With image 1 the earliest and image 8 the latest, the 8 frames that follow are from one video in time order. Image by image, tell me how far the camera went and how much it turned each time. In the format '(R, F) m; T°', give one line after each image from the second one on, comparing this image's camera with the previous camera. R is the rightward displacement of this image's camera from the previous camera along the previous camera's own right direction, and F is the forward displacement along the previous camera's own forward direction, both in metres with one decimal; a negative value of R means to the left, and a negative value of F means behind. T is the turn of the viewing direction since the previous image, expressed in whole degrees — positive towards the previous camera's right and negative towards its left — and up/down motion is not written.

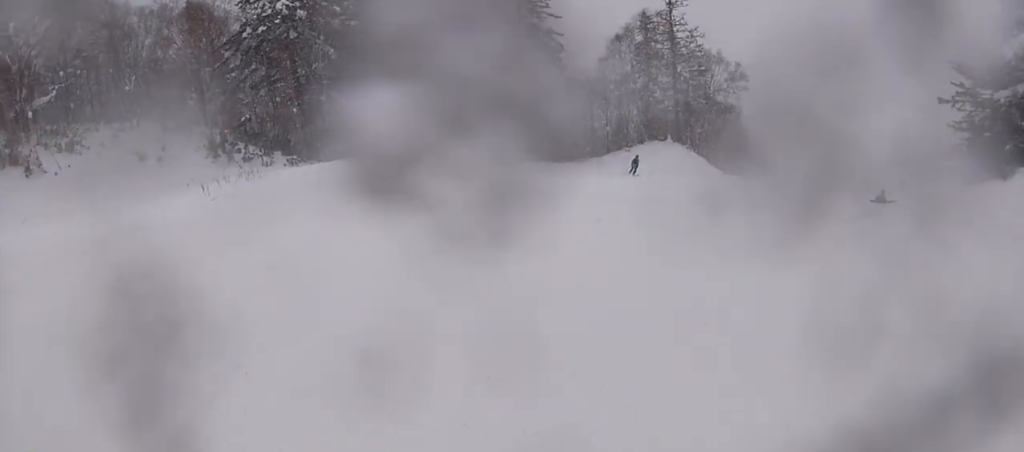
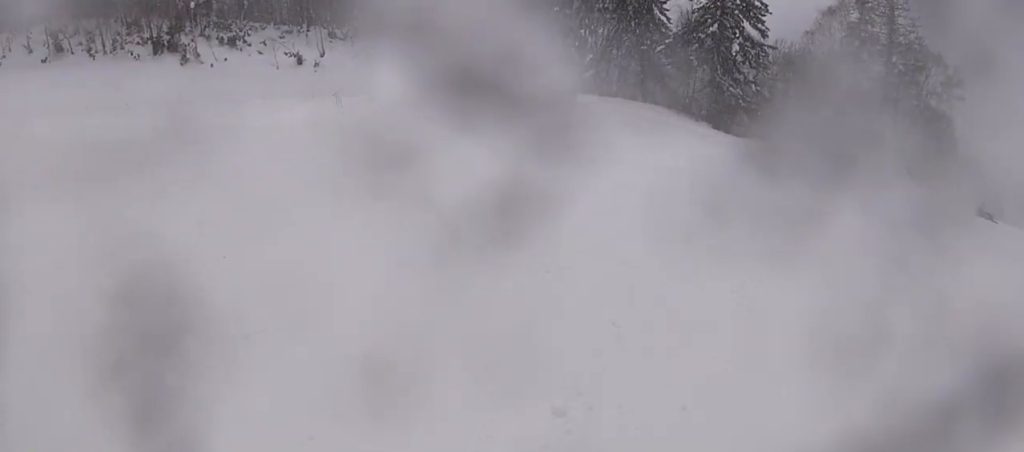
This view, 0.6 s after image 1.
(-0.6, +3.1) m; -7°
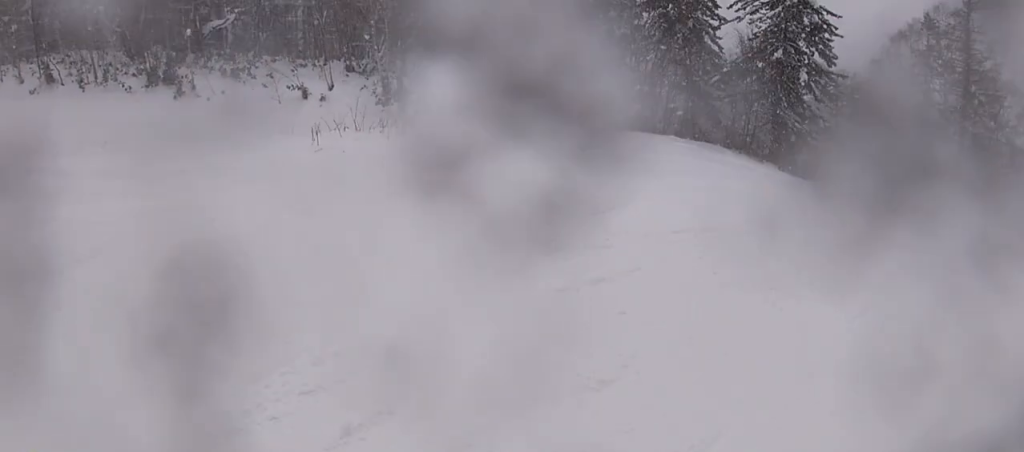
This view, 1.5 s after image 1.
(-0.4, +5.4) m; +4°
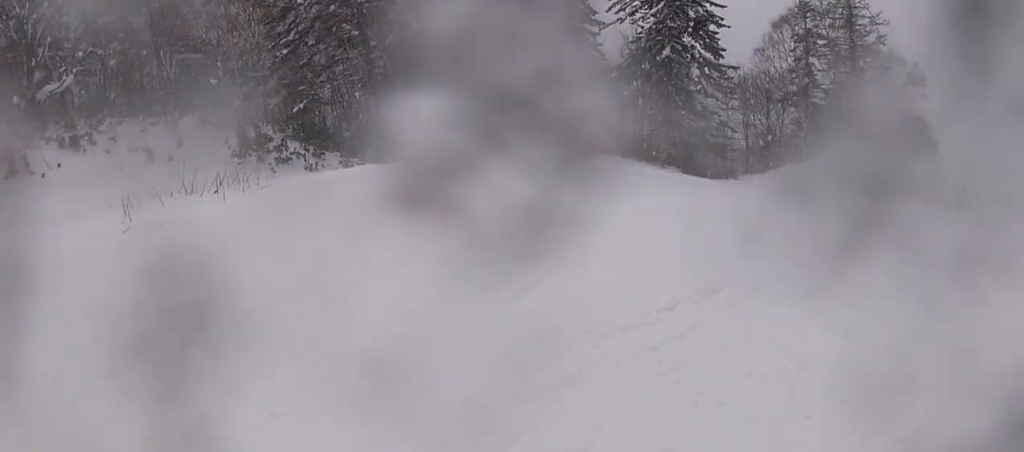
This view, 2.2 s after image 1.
(+0.1, +3.4) m; +12°
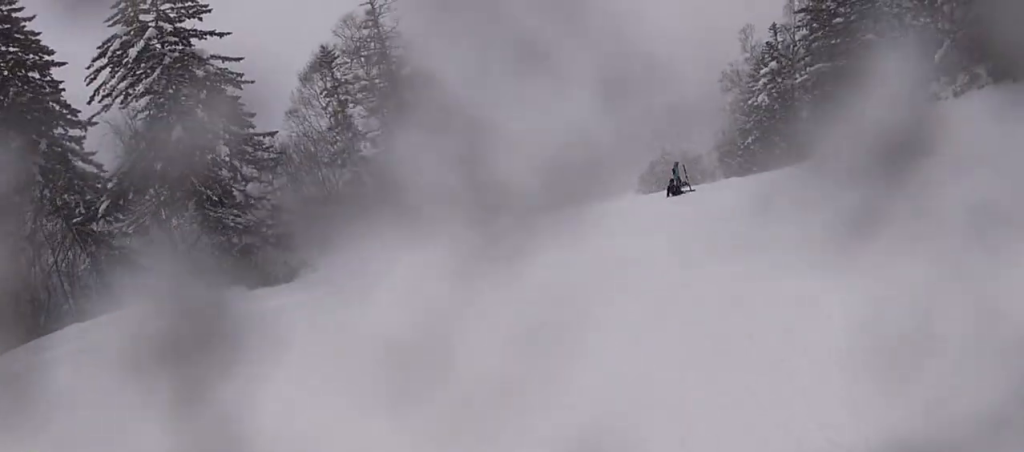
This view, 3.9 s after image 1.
(+3.4, +8.3) m; +40°
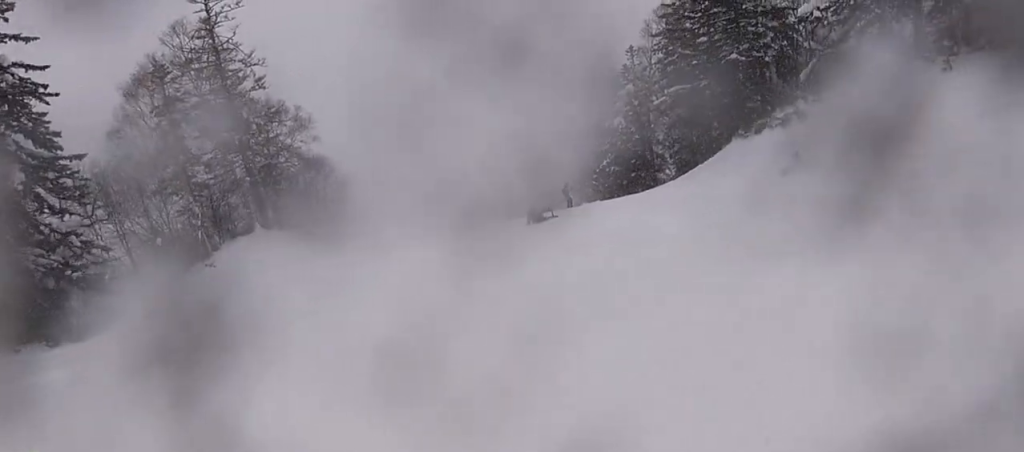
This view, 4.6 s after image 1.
(+0.4, +3.2) m; +9°
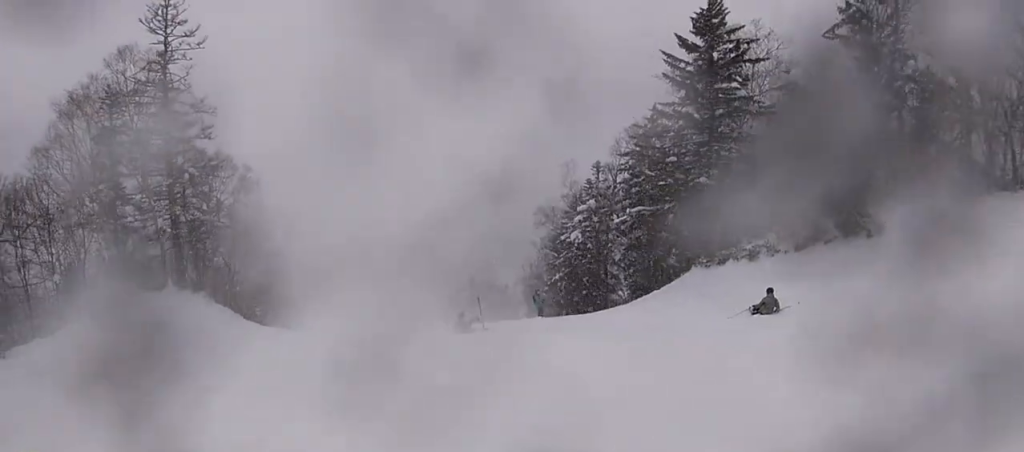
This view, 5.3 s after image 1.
(+0.3, +3.6) m; +5°
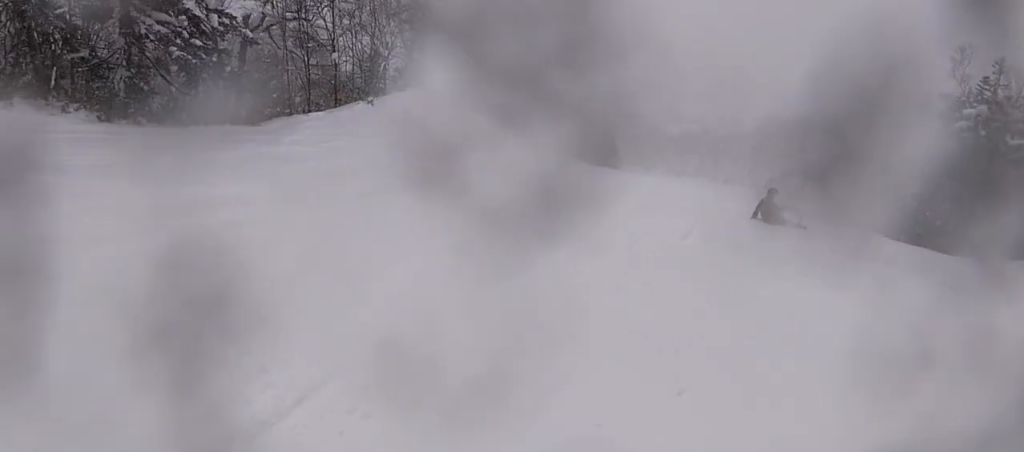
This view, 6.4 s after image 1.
(+0.1, +5.2) m; -6°
